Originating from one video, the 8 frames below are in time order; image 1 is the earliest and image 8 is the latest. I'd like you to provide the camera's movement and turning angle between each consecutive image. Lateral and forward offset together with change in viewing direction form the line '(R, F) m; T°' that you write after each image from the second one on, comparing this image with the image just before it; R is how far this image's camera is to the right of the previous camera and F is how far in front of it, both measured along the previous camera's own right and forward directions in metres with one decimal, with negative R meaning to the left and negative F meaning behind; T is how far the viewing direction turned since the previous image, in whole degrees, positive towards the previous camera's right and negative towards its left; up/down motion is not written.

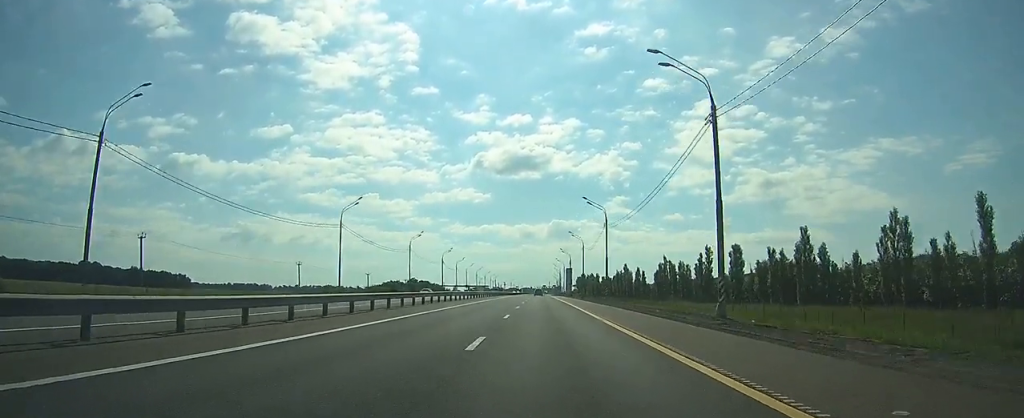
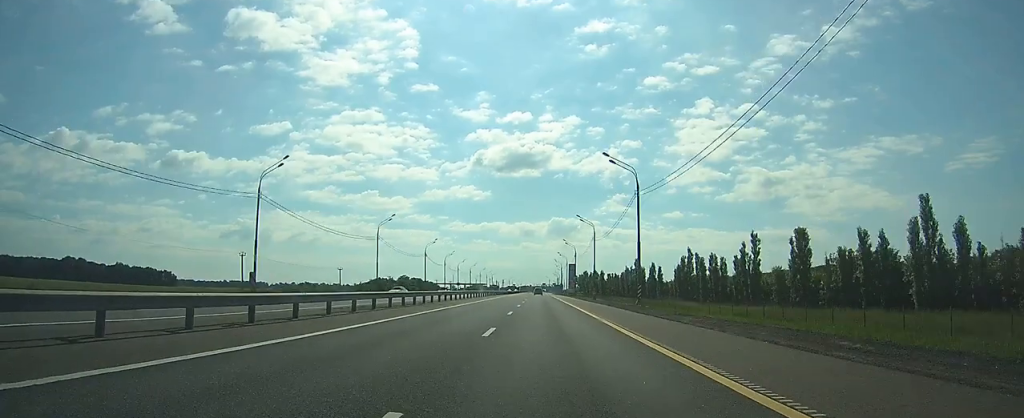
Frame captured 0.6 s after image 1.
(0.0, +20.5) m; 0°
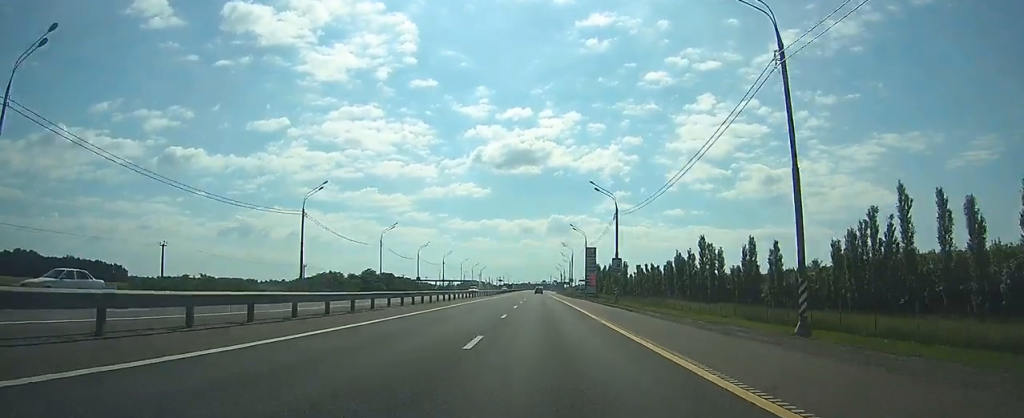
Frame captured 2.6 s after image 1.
(-0.2, +62.4) m; 0°
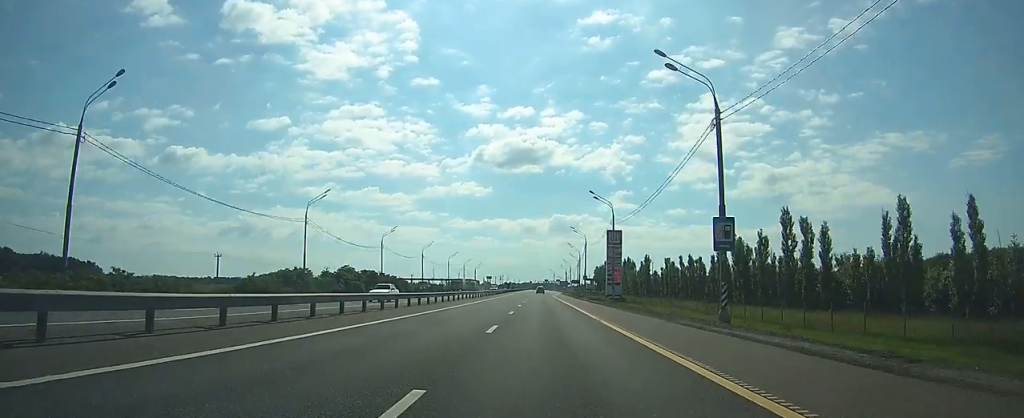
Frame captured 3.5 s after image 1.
(0.0, +31.1) m; 0°
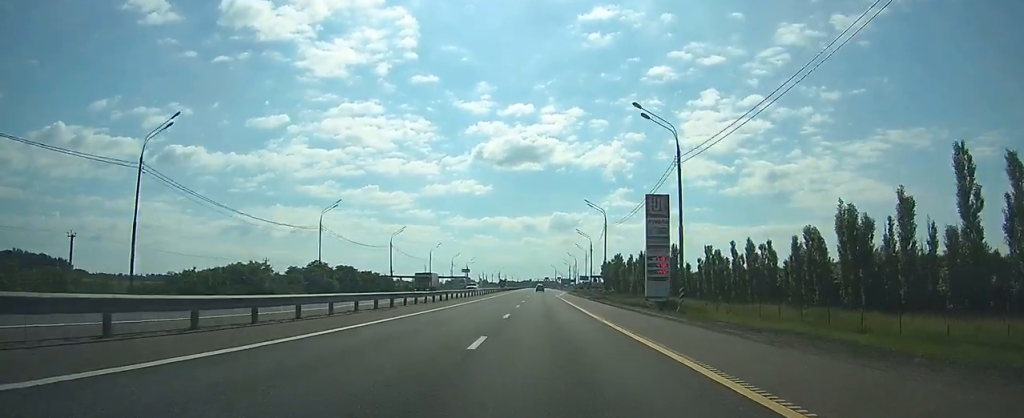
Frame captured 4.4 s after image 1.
(-0.1, +28.0) m; 0°
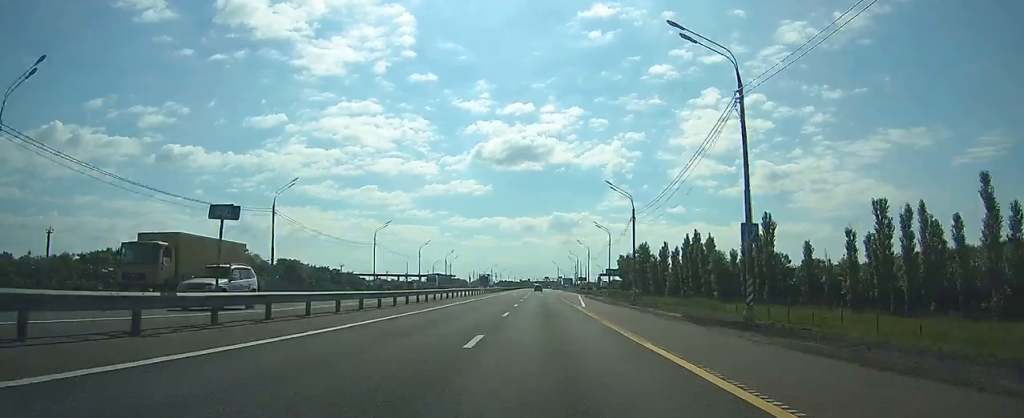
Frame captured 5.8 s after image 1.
(0.0, +46.3) m; 0°
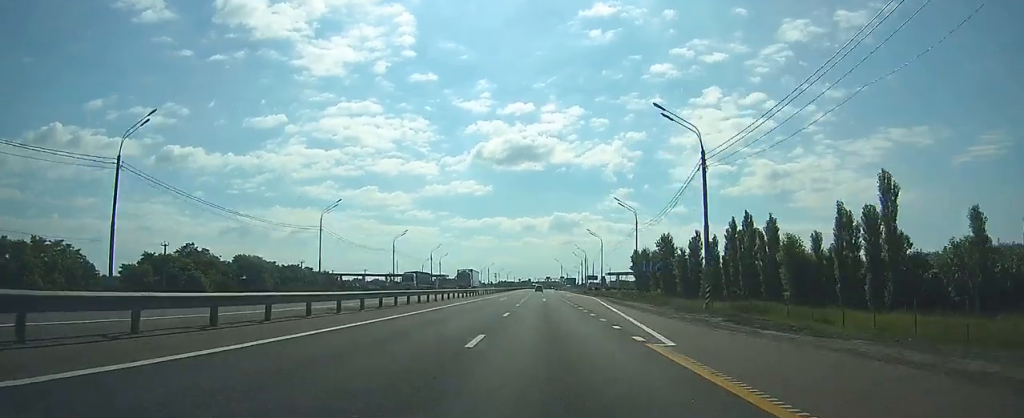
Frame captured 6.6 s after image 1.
(0.0, +23.7) m; 0°
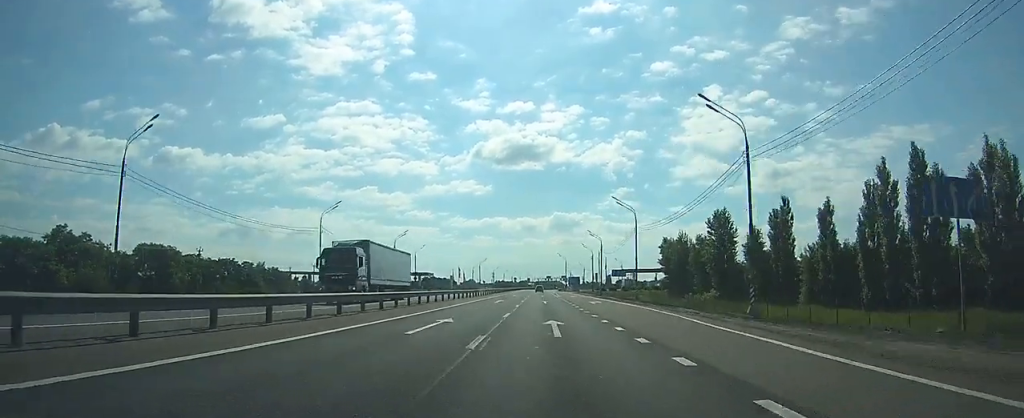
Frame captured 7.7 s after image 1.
(0.0, +35.6) m; 0°
